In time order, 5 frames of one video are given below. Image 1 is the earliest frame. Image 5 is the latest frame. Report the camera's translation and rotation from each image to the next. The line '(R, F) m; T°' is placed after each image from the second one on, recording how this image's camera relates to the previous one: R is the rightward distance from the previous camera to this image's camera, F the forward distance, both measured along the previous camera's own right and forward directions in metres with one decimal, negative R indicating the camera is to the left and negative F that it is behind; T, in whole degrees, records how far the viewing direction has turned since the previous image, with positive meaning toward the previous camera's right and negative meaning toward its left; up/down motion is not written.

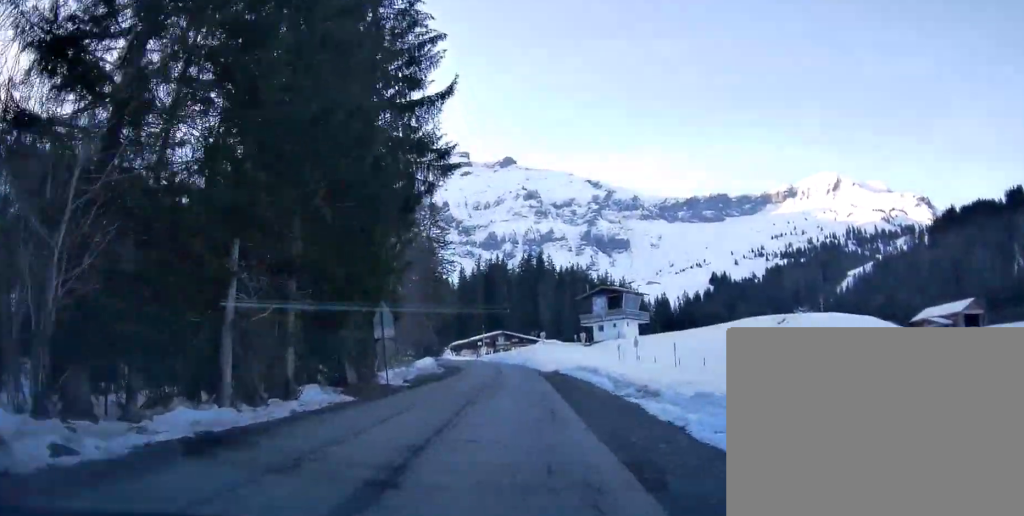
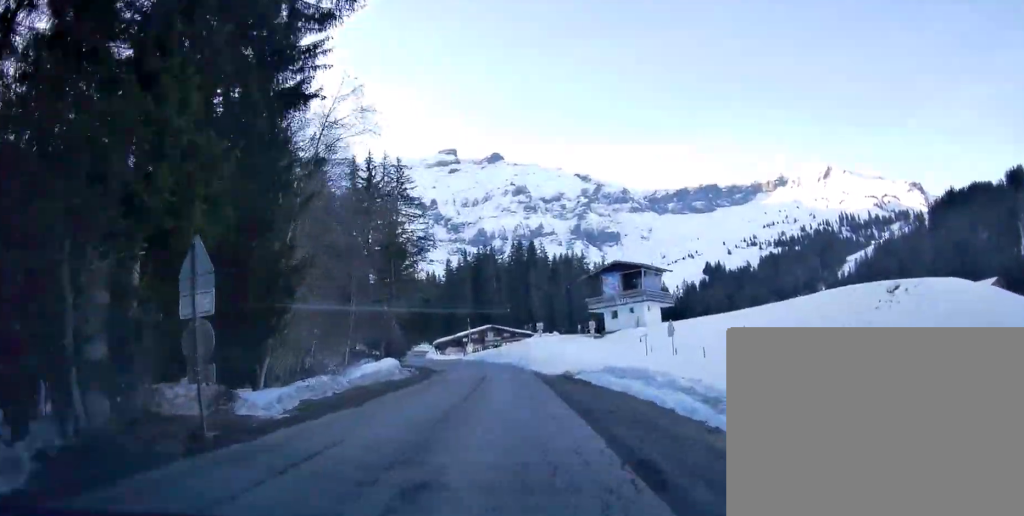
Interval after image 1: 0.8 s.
(+0.4, +16.1) m; +2°
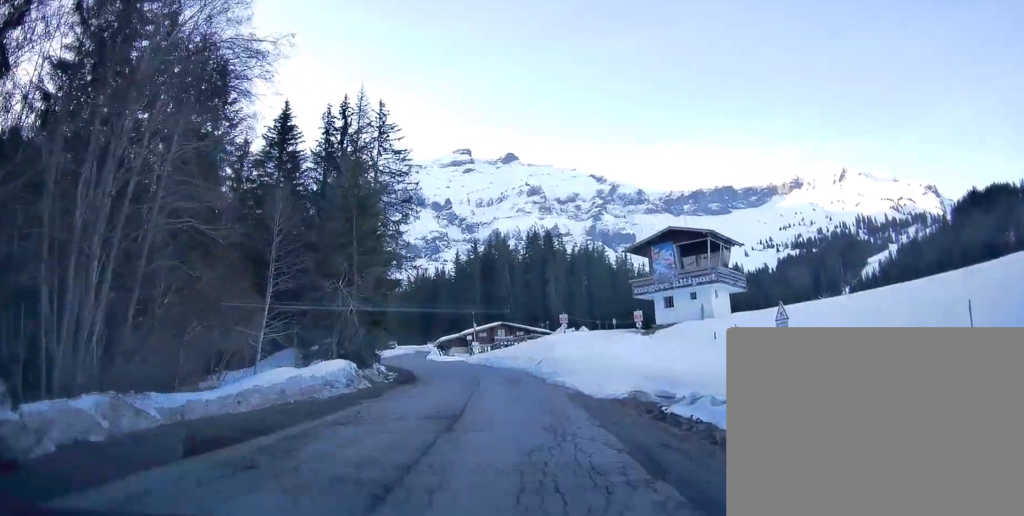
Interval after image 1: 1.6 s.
(+0.2, +16.4) m; 0°
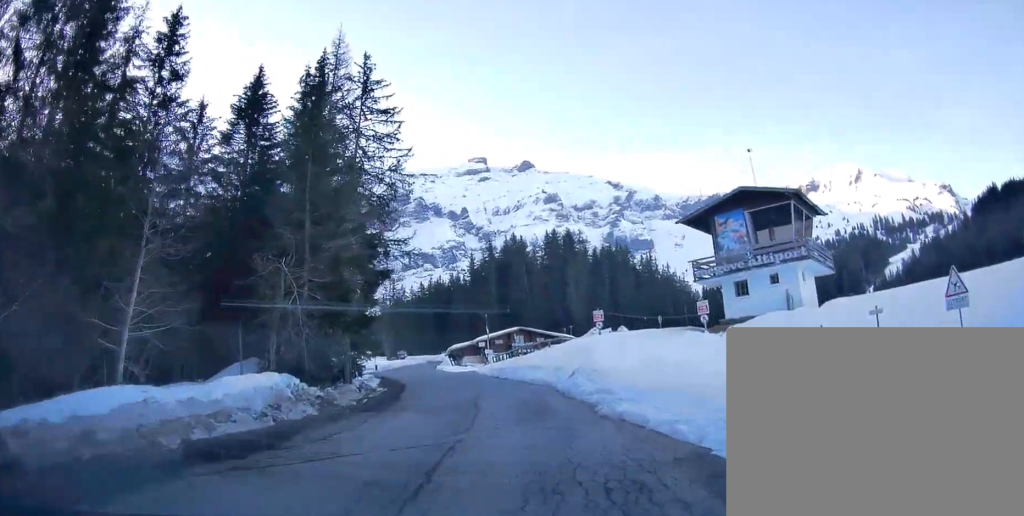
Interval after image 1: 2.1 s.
(0.0, +10.8) m; -1°
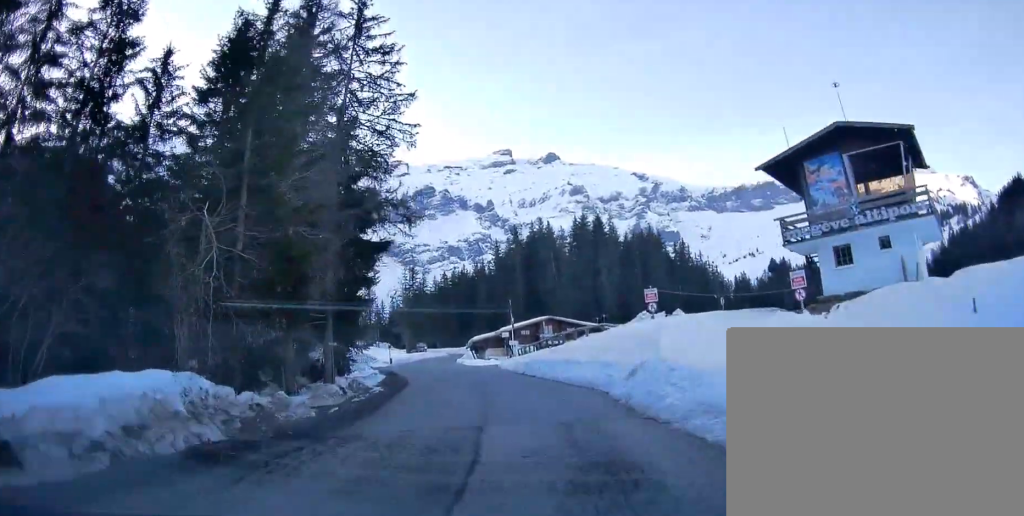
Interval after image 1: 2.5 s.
(0.0, +8.1) m; -1°
